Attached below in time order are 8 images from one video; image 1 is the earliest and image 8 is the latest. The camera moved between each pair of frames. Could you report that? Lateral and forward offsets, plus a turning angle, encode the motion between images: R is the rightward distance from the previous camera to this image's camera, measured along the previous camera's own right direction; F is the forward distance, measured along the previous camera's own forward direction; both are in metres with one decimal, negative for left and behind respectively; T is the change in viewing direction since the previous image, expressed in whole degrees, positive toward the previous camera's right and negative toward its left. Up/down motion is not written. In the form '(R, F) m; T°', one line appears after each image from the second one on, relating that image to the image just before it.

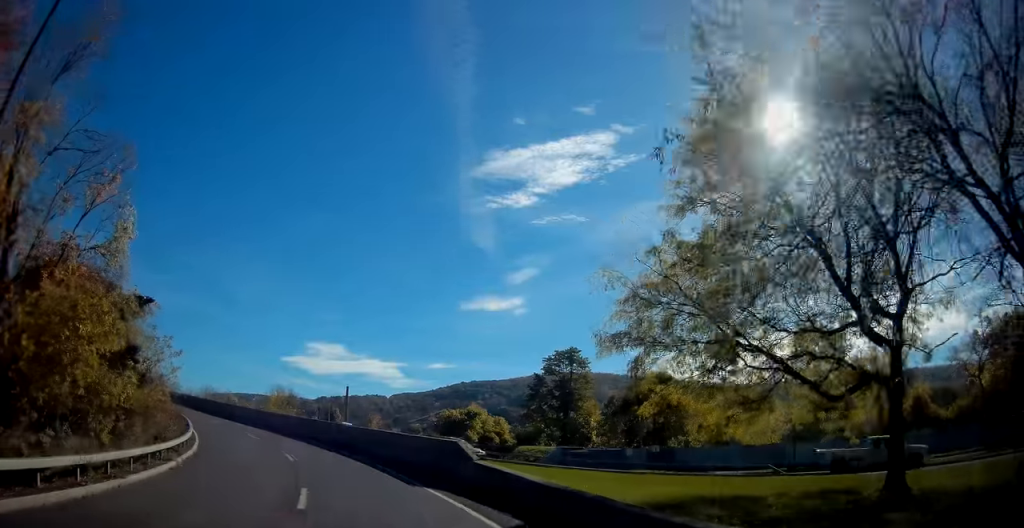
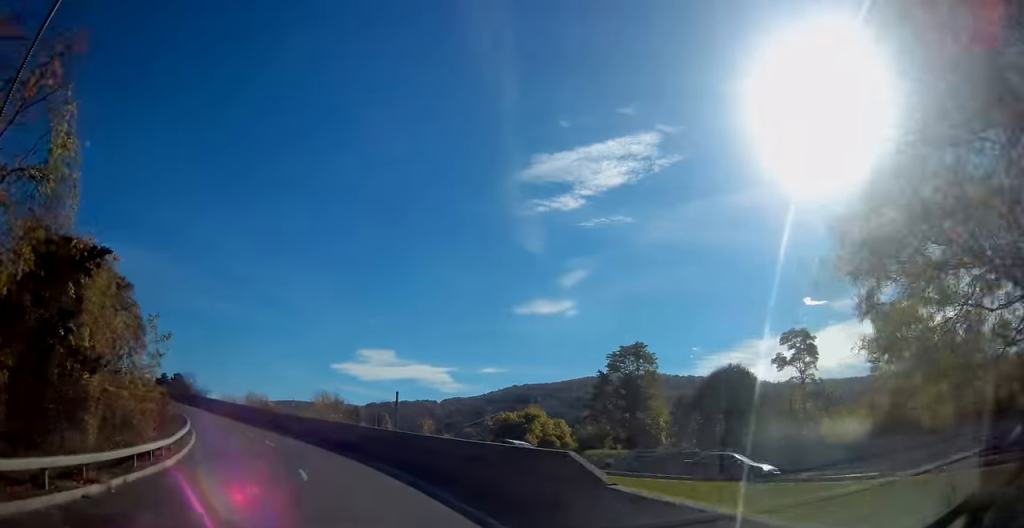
(-0.6, +8.3) m; -8°
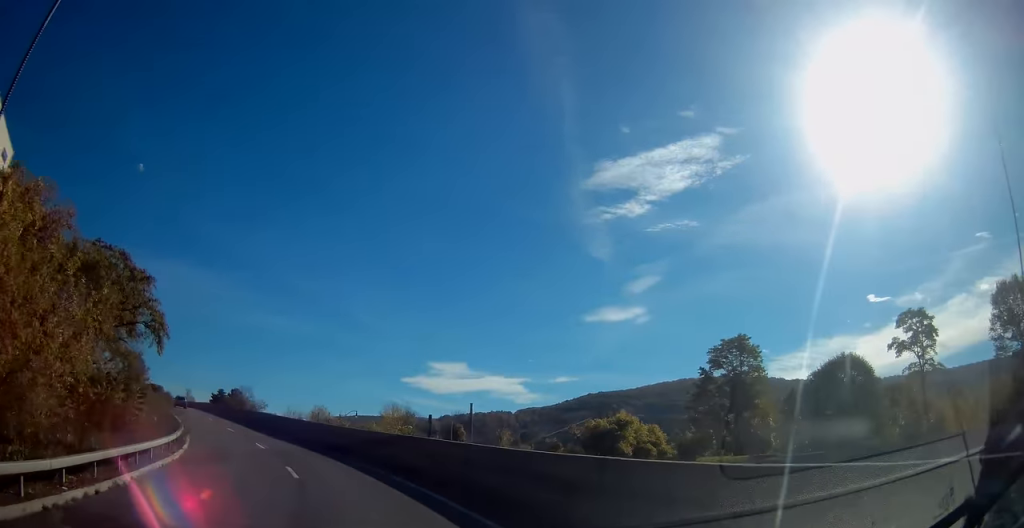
(-1.2, +11.3) m; -7°
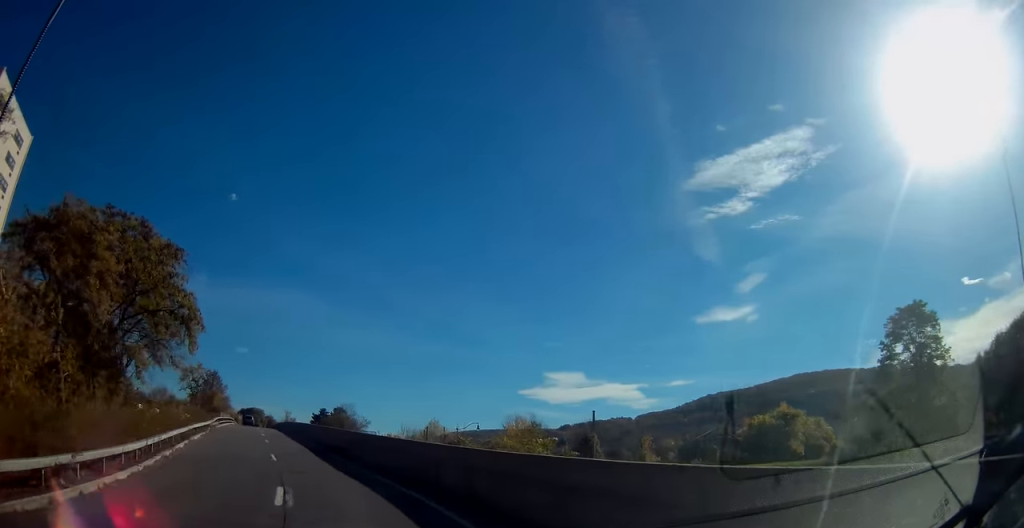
(-0.8, +16.9) m; -8°
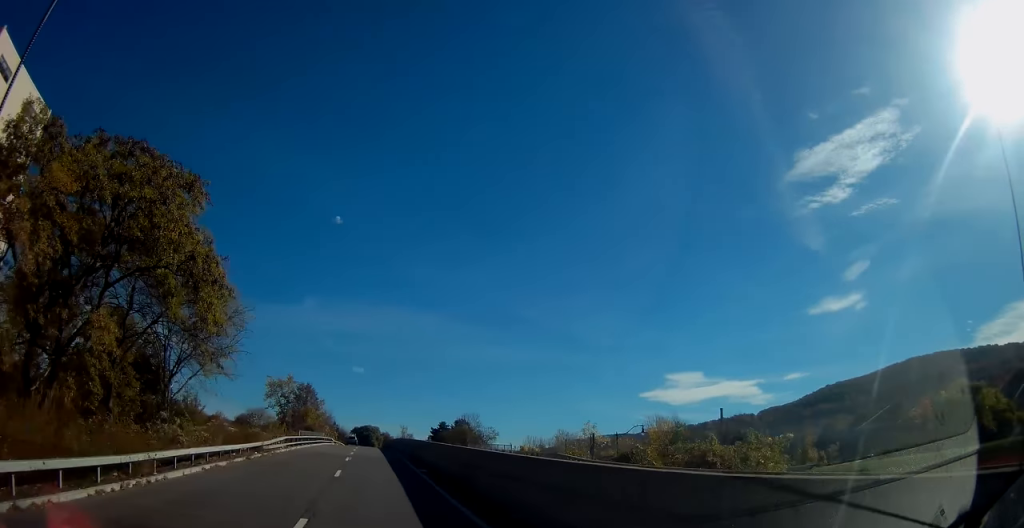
(-1.7, +16.1) m; -11°
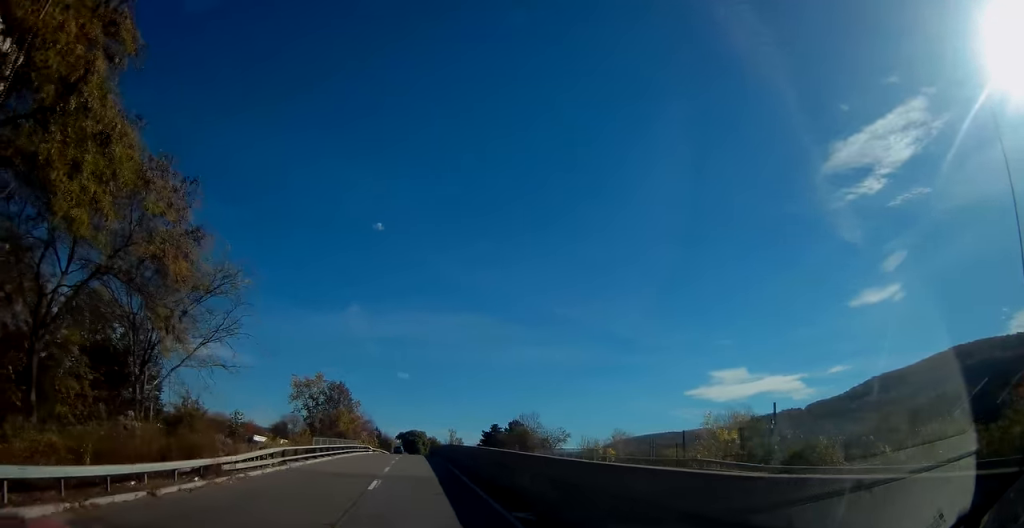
(-0.8, +14.0) m; -5°
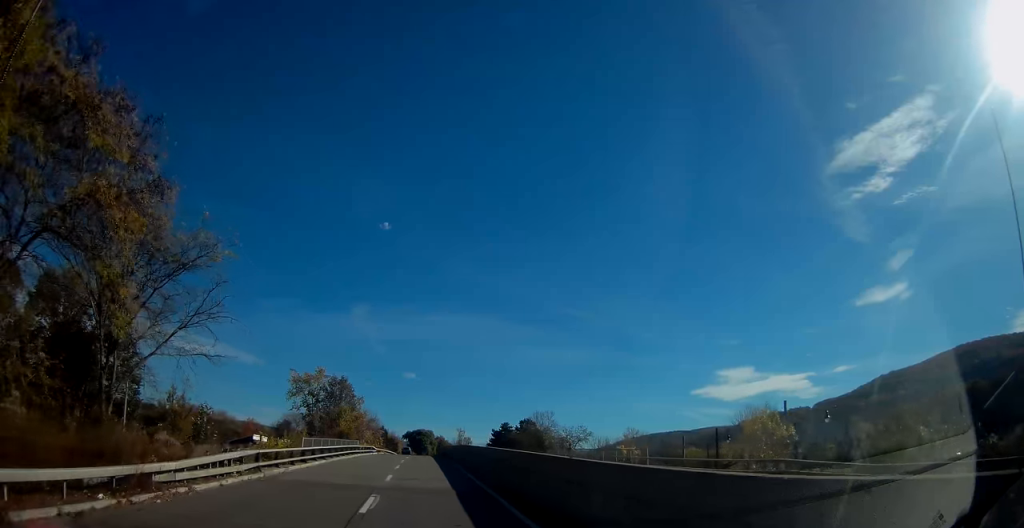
(-0.2, +5.8) m; 0°
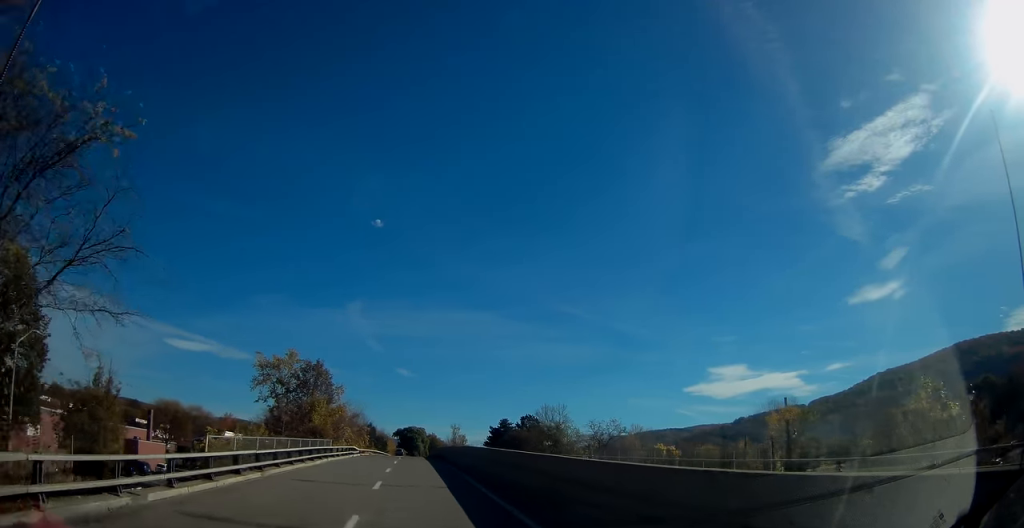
(-0.1, +13.4) m; 0°
